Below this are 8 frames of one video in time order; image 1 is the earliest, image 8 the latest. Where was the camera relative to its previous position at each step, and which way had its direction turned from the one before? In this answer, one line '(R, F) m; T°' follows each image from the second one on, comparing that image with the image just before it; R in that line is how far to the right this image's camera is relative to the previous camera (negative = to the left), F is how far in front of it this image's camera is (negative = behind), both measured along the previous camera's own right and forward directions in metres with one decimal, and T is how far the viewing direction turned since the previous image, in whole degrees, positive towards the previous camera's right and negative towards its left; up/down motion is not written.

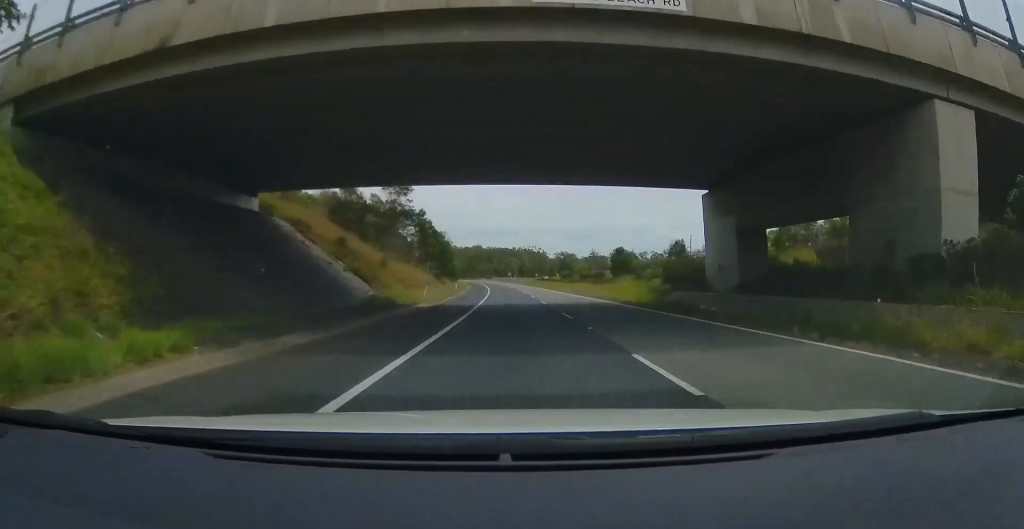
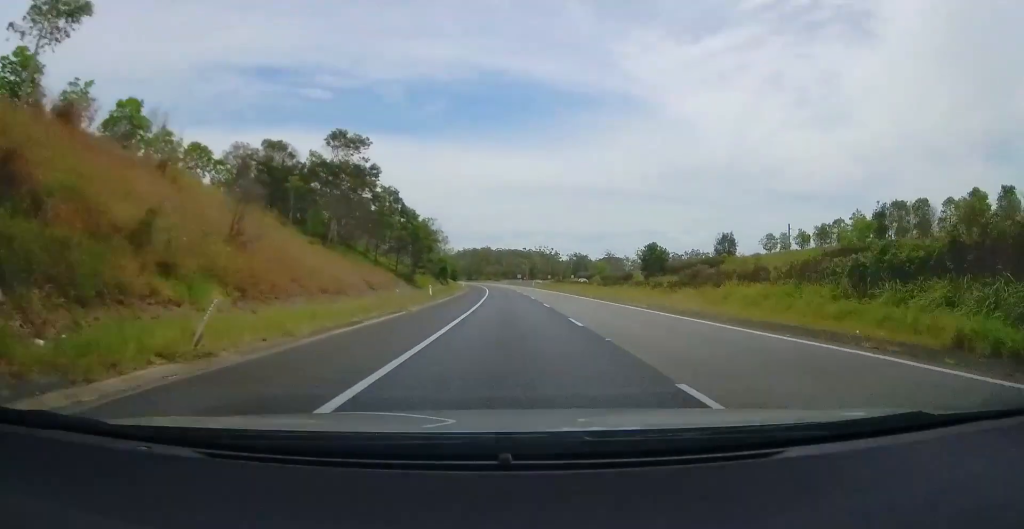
(-0.2, +26.2) m; -1°
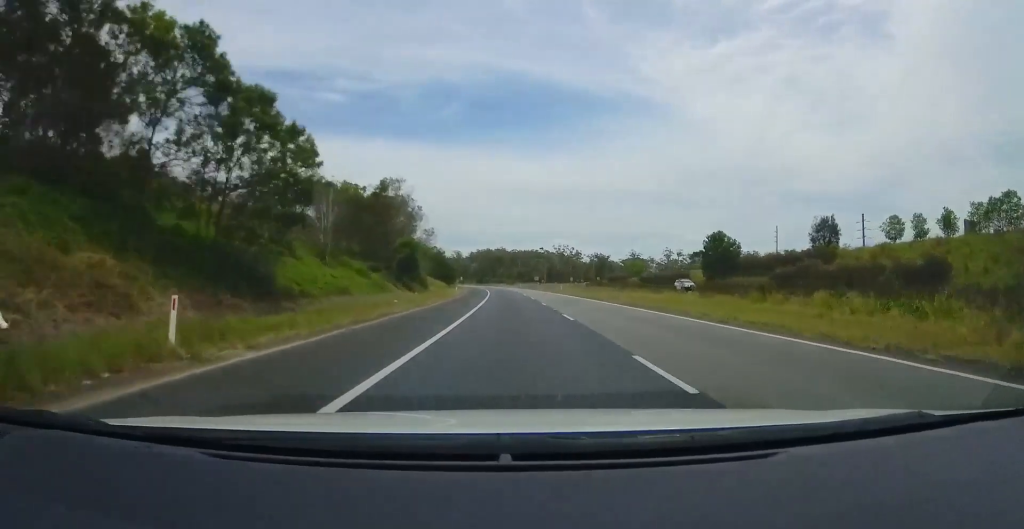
(-0.3, +34.3) m; -2°
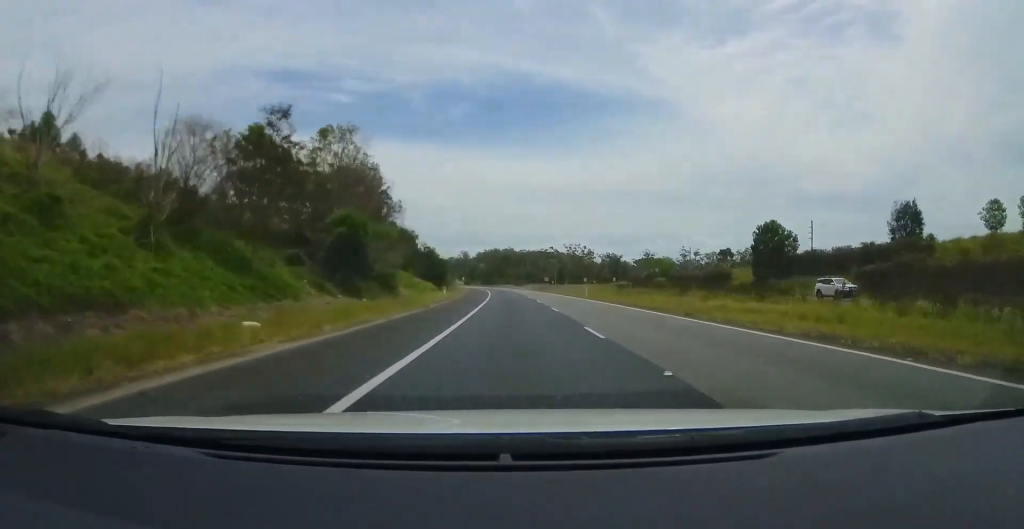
(-0.2, +17.7) m; -1°
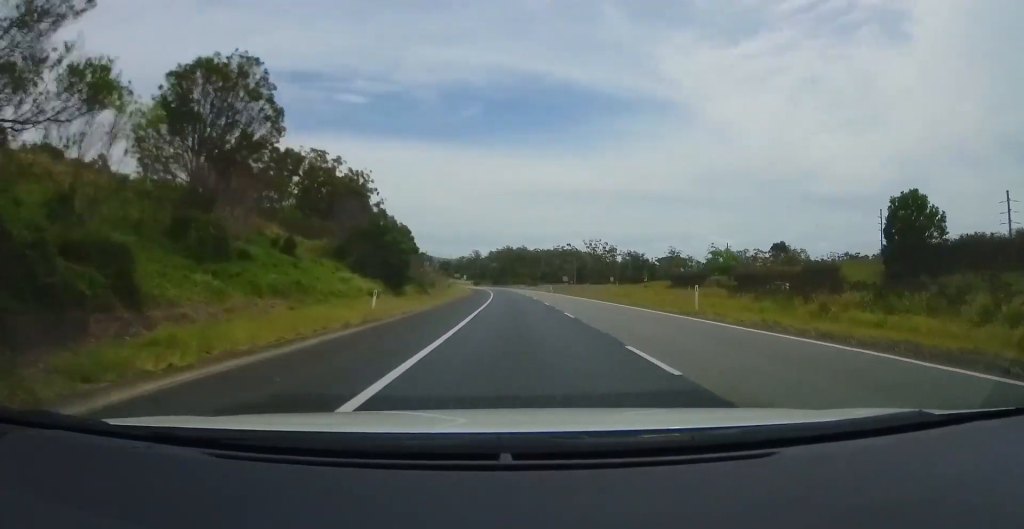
(-0.1, +28.4) m; -1°
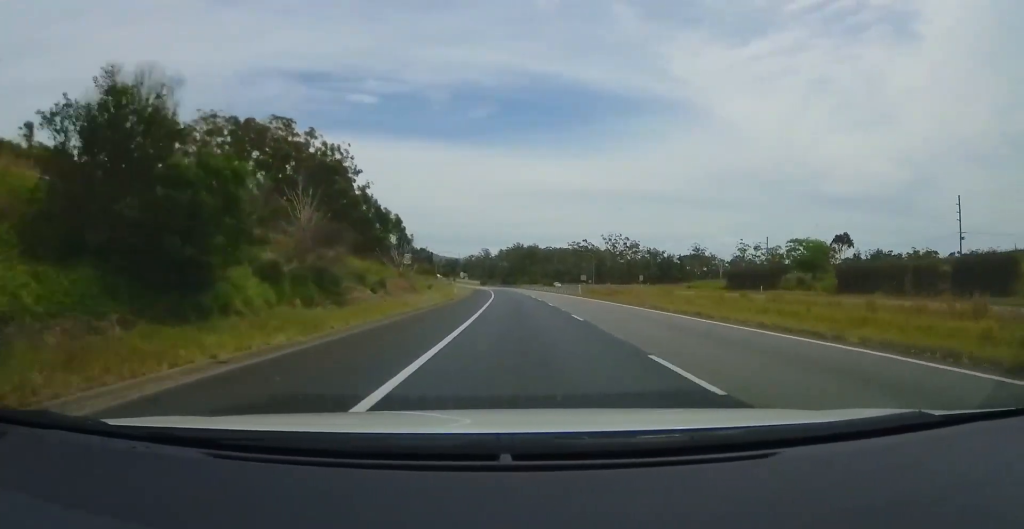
(-0.3, +25.8) m; -2°
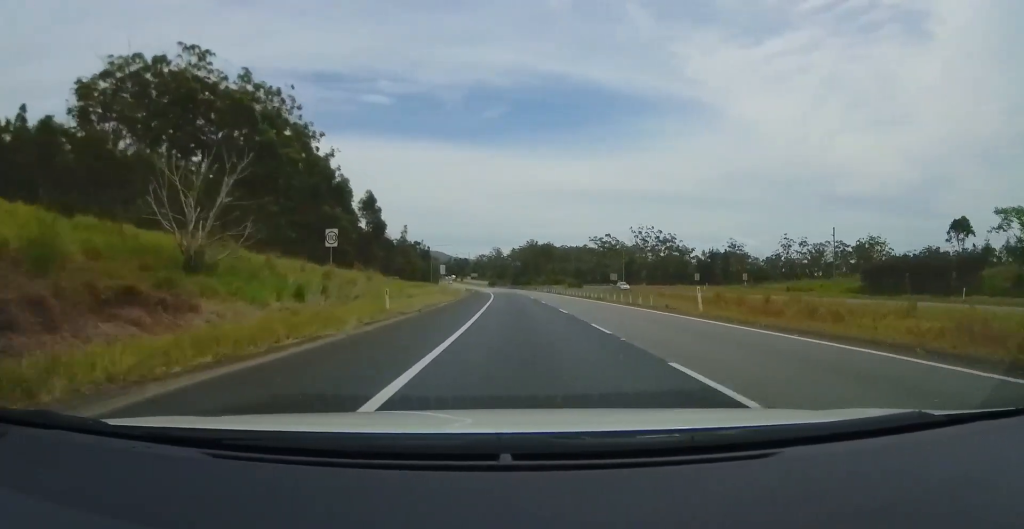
(-0.7, +34.1) m; -2°
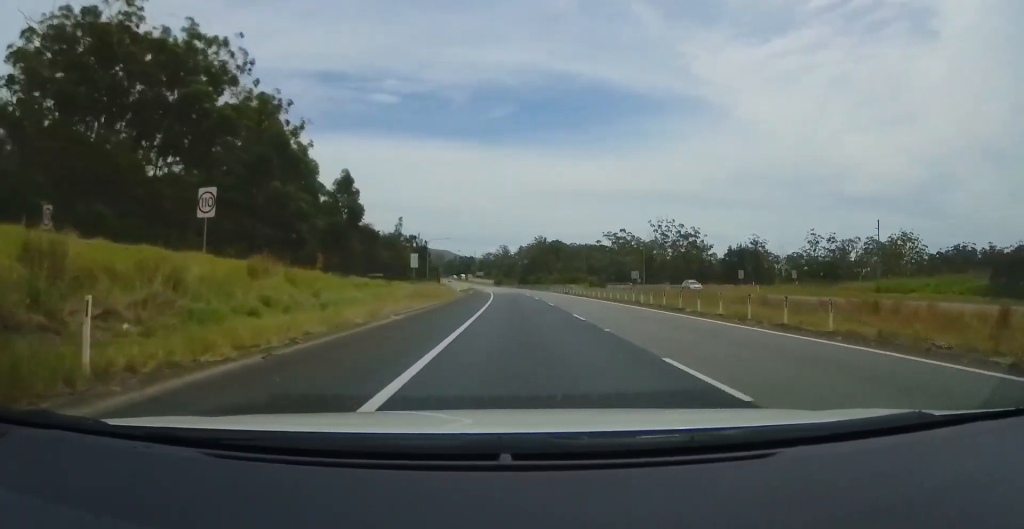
(-0.2, +17.8) m; 0°
